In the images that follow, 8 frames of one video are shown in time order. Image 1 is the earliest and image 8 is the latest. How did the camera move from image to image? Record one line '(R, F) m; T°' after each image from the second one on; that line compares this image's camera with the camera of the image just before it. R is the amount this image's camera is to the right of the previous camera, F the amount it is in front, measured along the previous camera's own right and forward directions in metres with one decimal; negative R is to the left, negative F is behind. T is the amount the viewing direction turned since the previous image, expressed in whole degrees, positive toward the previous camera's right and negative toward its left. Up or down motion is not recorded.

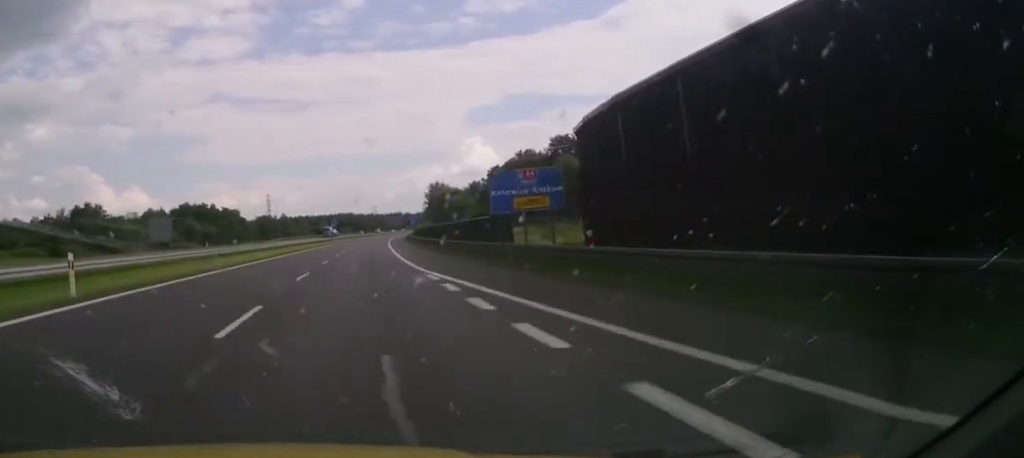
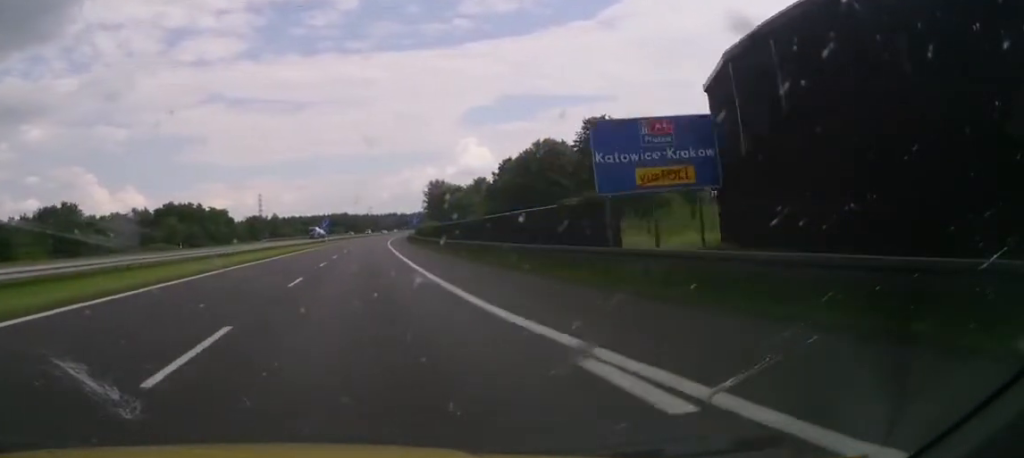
(0.0, +15.0) m; +1°
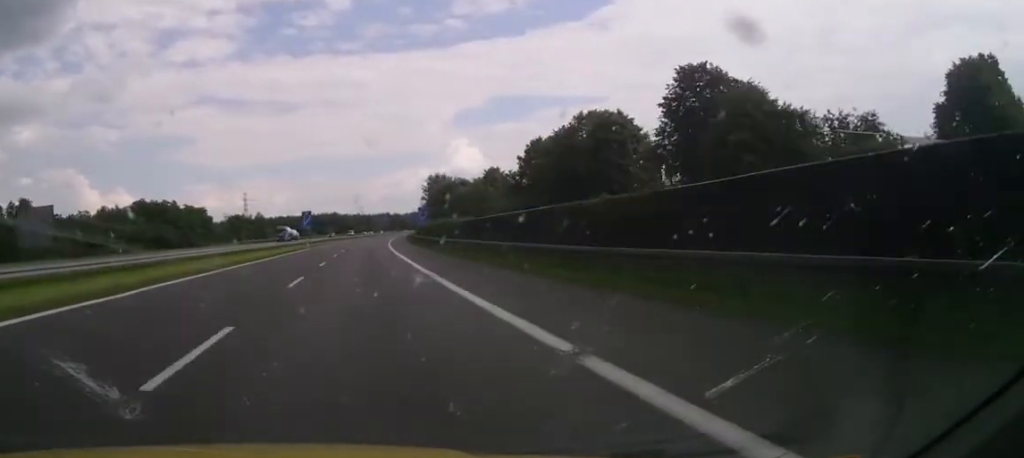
(+0.1, +24.4) m; +1°
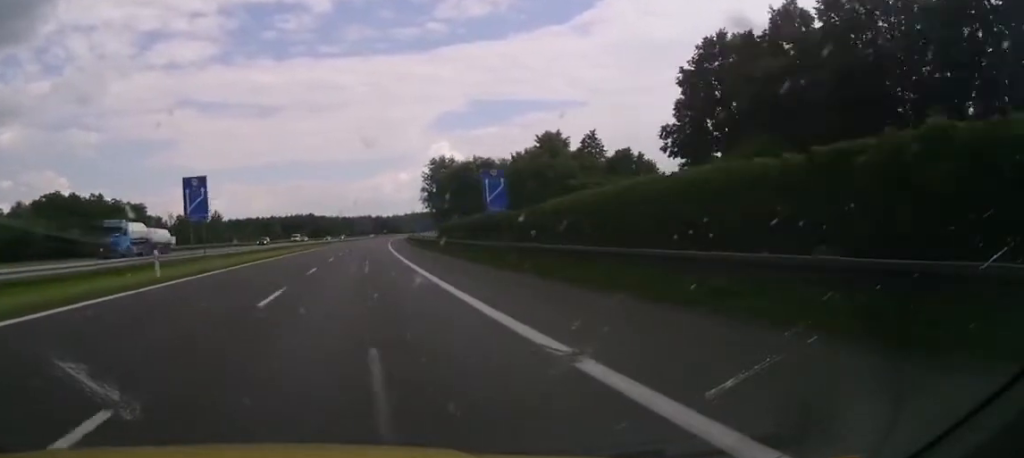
(+0.9, +53.2) m; +2°
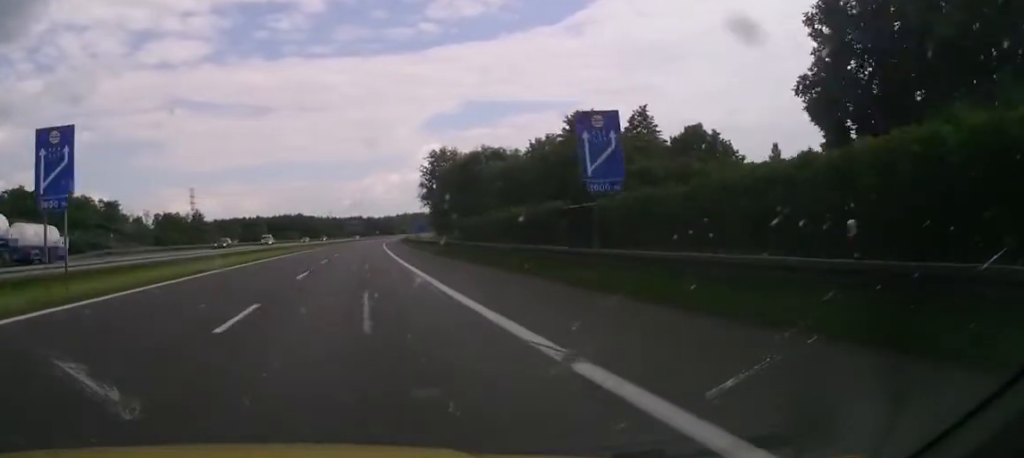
(+0.1, +15.8) m; +1°
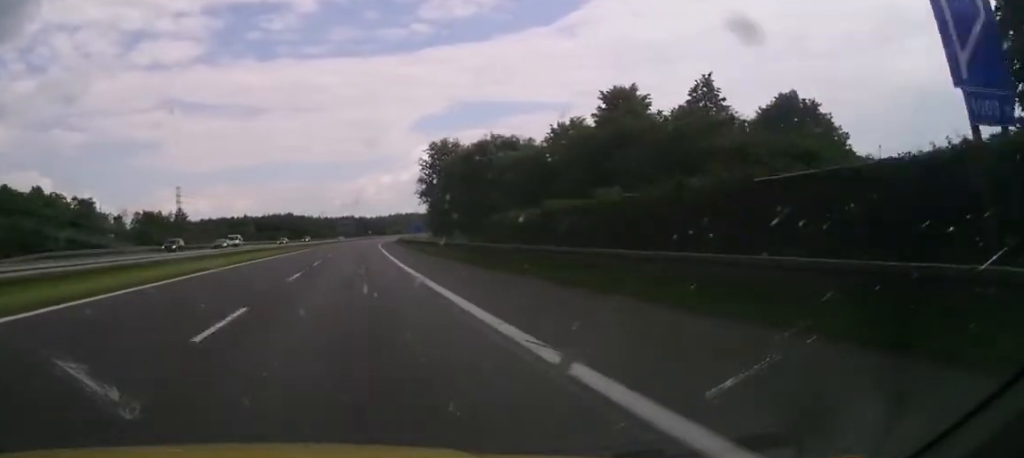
(0.0, +12.9) m; +1°
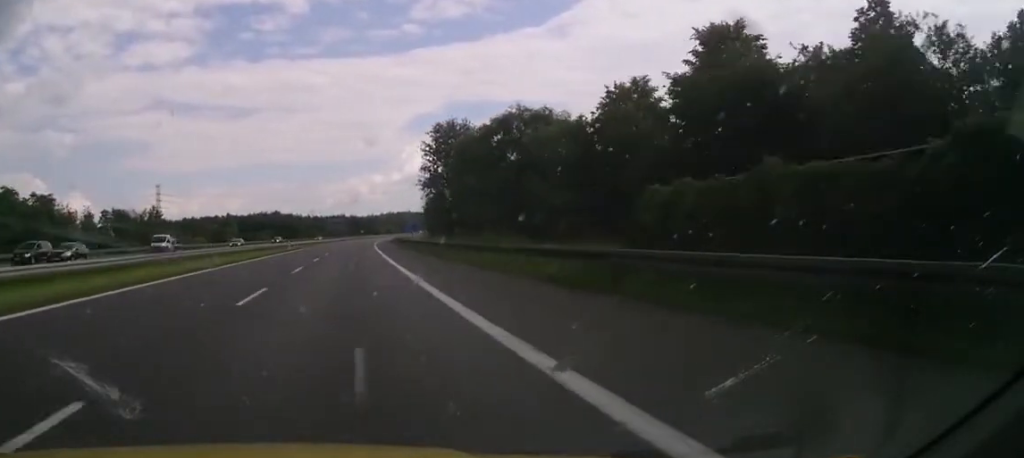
(0.0, +19.3) m; +1°
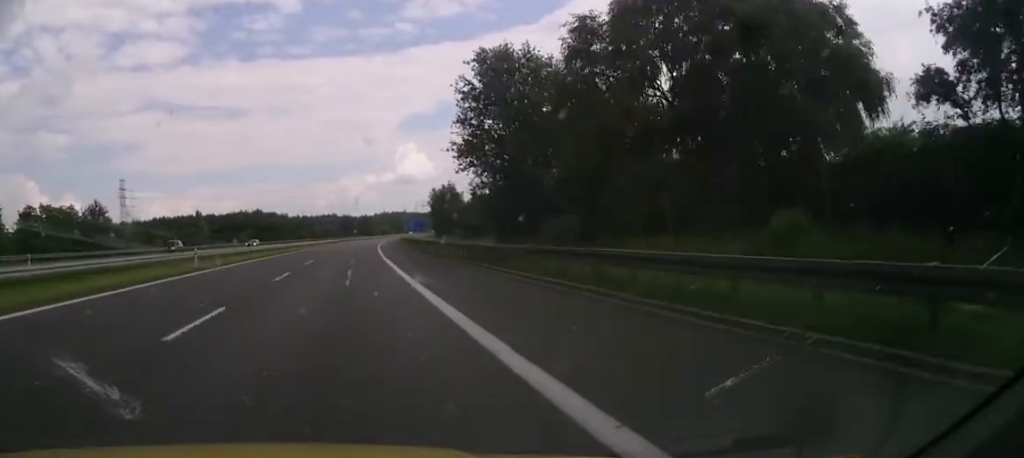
(+0.7, +40.4) m; +1°
